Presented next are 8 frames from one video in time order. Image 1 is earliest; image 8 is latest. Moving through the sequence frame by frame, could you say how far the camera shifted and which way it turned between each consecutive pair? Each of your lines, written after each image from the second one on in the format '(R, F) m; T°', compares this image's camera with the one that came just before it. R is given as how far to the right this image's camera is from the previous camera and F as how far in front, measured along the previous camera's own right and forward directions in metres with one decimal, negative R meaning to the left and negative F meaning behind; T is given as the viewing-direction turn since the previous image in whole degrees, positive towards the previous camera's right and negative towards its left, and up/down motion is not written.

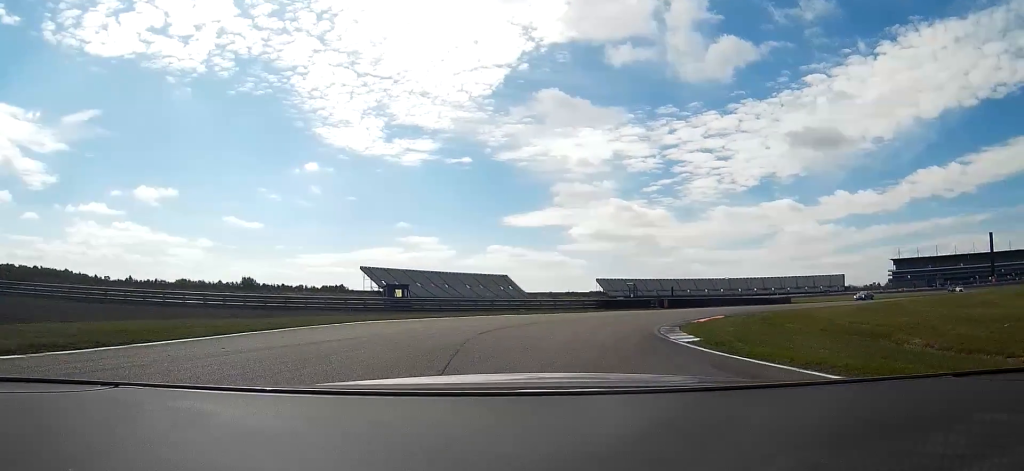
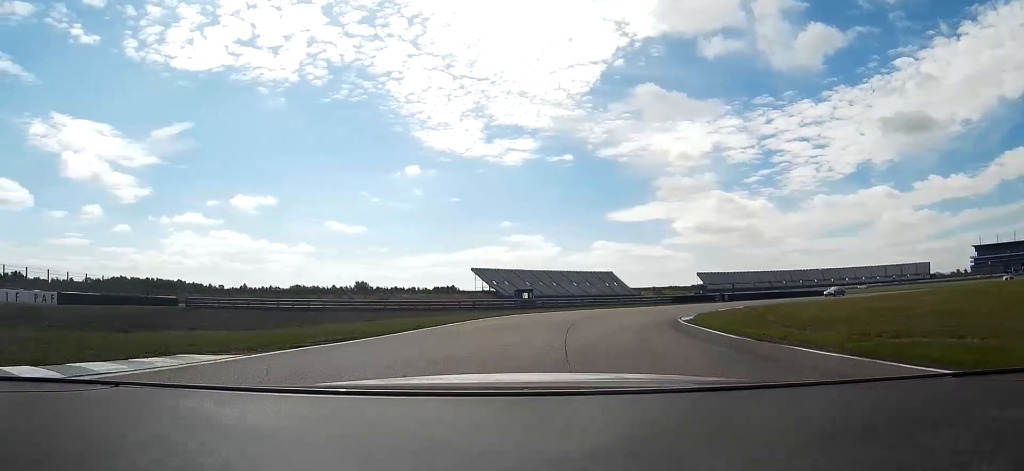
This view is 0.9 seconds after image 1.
(-1.6, +19.5) m; -10°
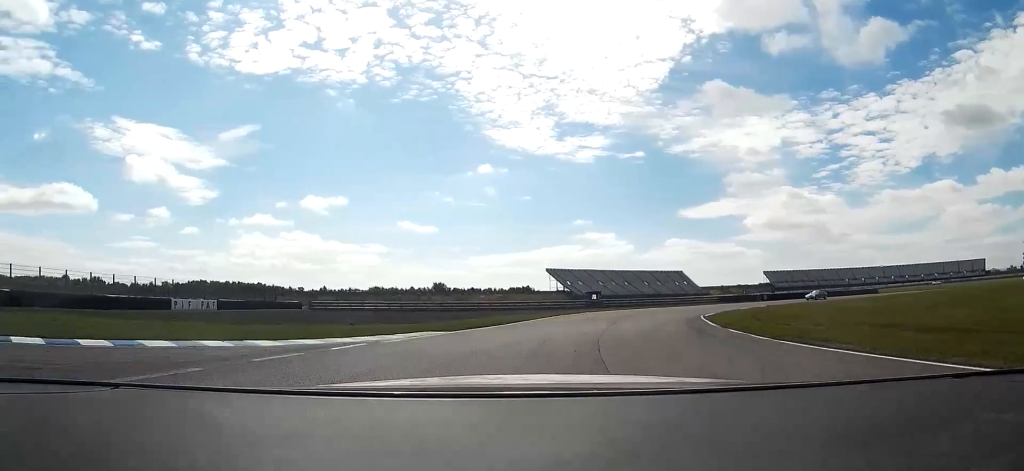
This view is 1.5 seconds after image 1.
(-1.3, +14.6) m; -6°
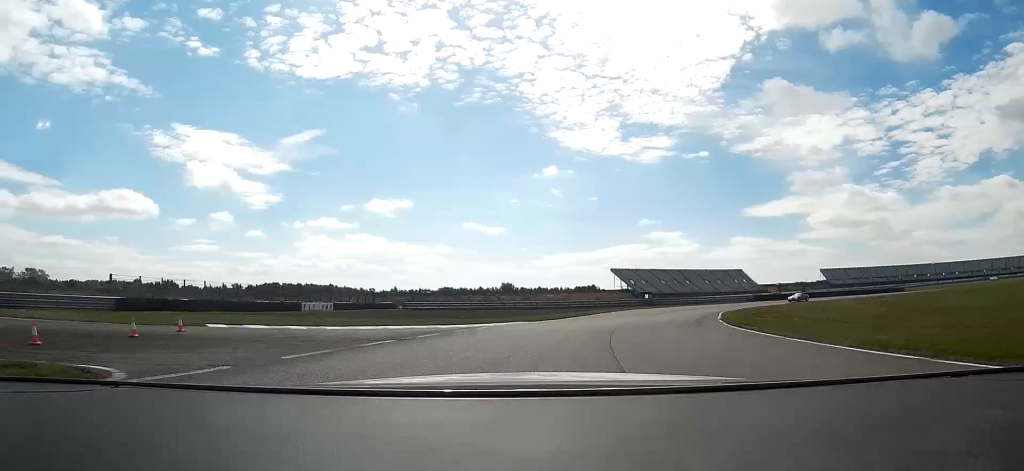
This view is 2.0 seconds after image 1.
(-0.5, +14.0) m; -6°
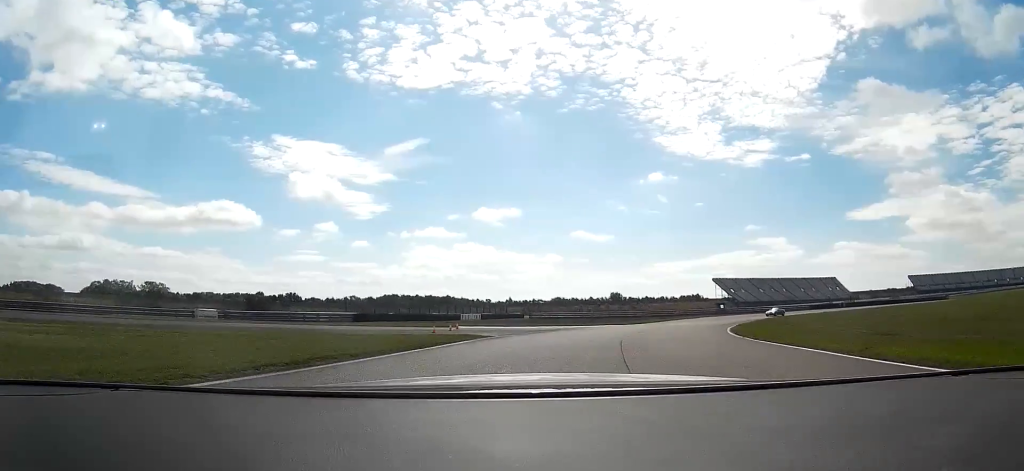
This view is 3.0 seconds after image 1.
(-2.0, +24.4) m; -11°
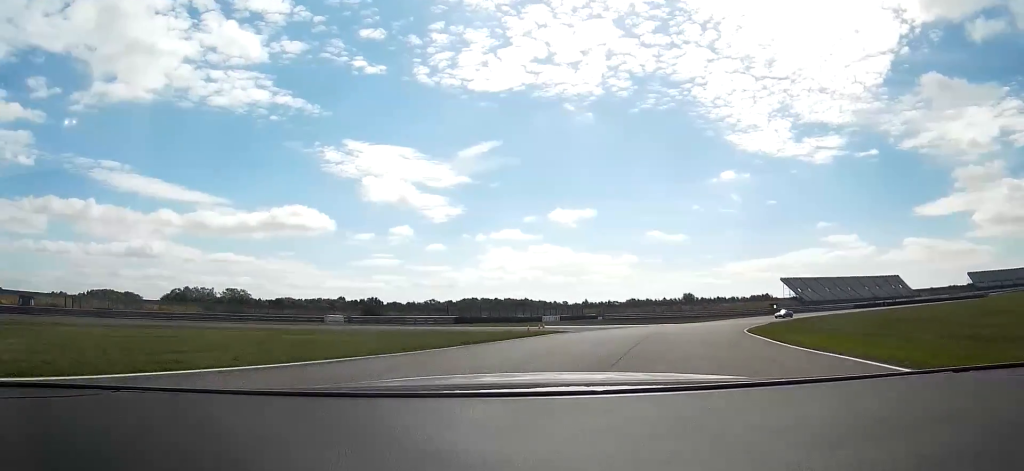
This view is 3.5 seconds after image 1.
(-0.9, +13.0) m; -7°
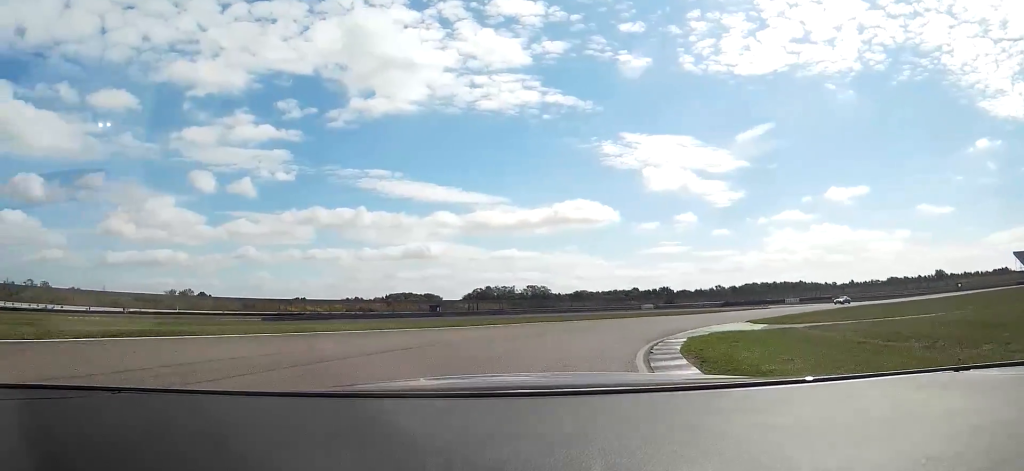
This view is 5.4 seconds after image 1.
(-9.7, +41.1) m; -26°
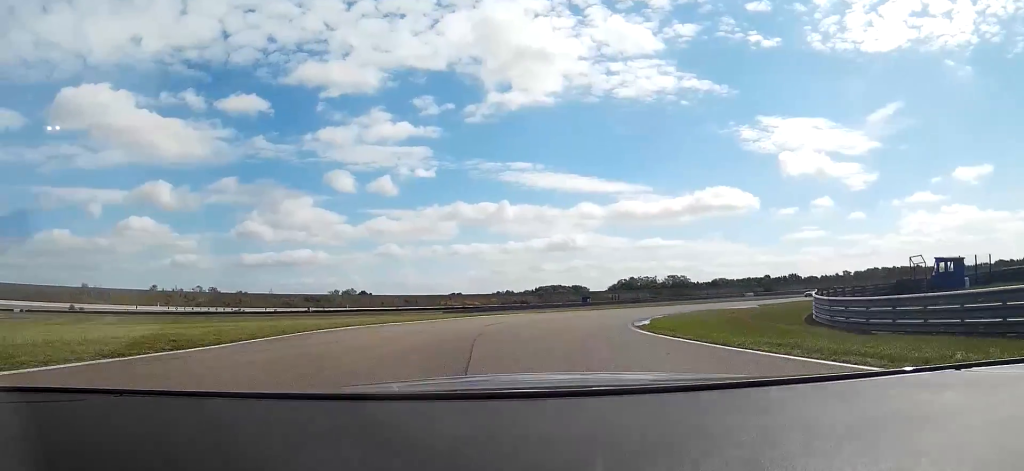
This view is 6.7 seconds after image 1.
(-4.0, +31.9) m; -14°
